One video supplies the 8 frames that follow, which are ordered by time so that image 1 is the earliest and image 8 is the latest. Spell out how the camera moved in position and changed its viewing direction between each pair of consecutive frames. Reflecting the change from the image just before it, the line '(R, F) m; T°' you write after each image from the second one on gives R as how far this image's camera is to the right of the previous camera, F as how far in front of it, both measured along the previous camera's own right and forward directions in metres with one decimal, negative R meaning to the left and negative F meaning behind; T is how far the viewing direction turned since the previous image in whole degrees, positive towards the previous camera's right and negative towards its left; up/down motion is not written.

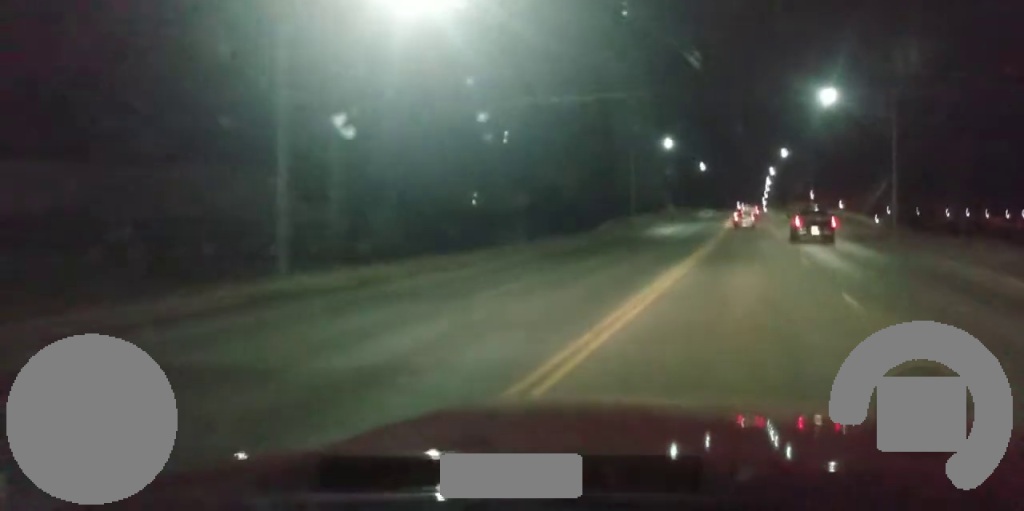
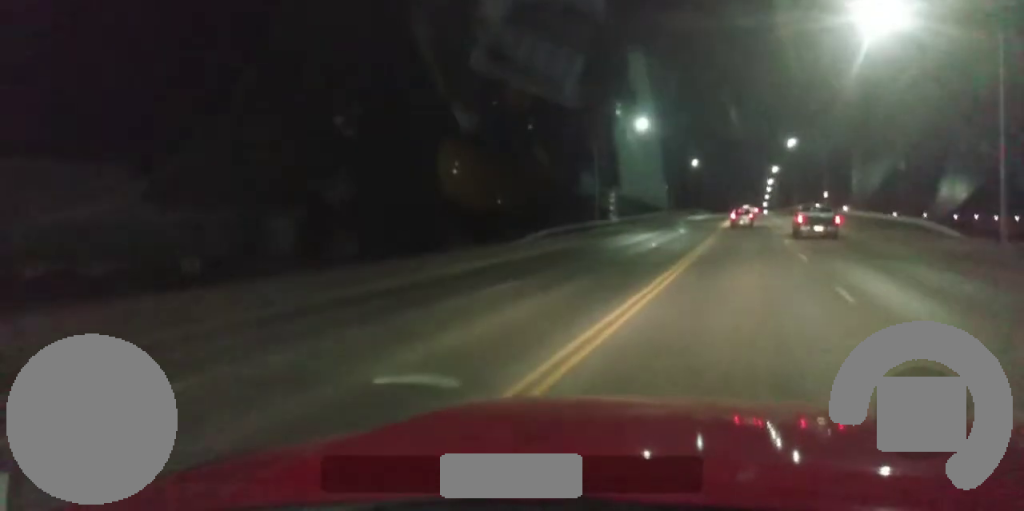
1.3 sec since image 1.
(+0.5, +24.8) m; +1°
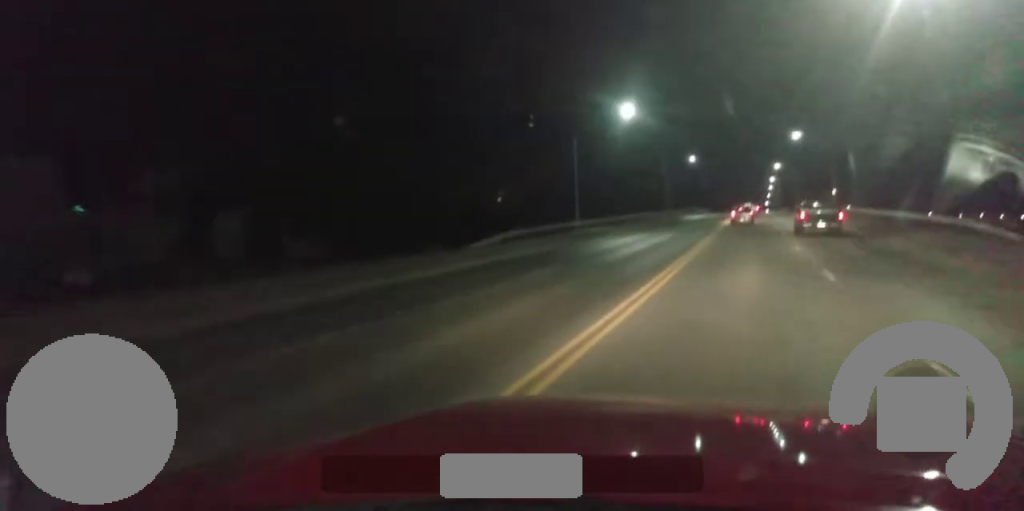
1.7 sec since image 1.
(+0.2, +9.4) m; -1°
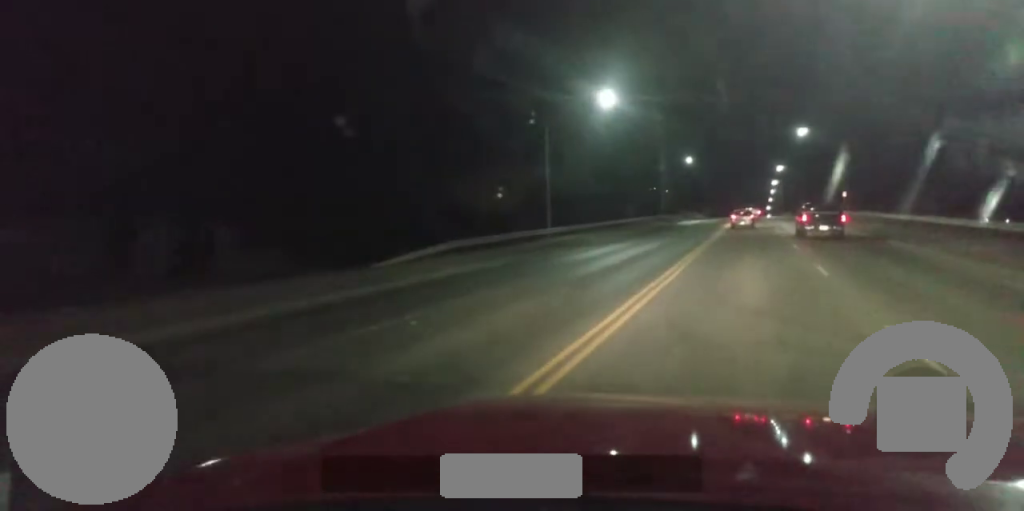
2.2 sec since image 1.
(-0.2, +10.0) m; -1°
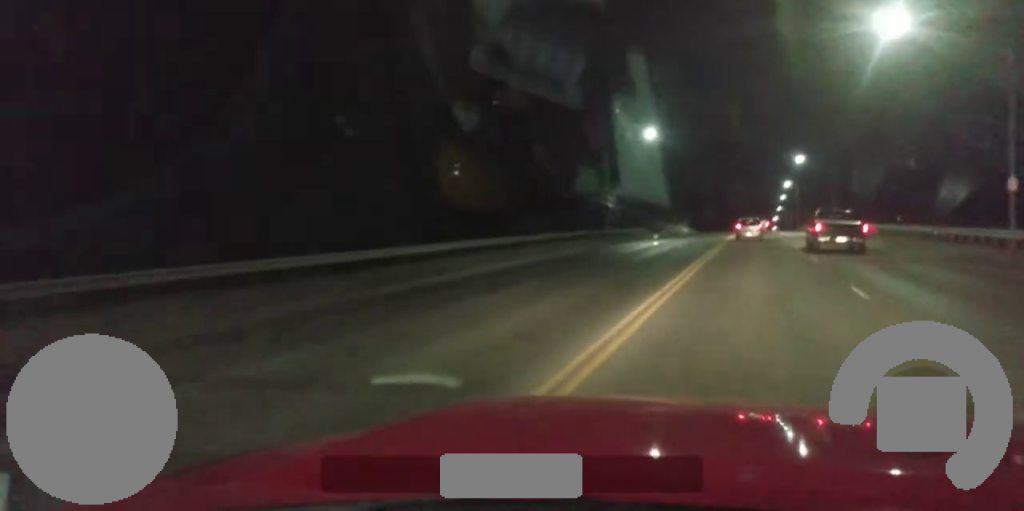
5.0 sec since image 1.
(-2.4, +54.2) m; -3°
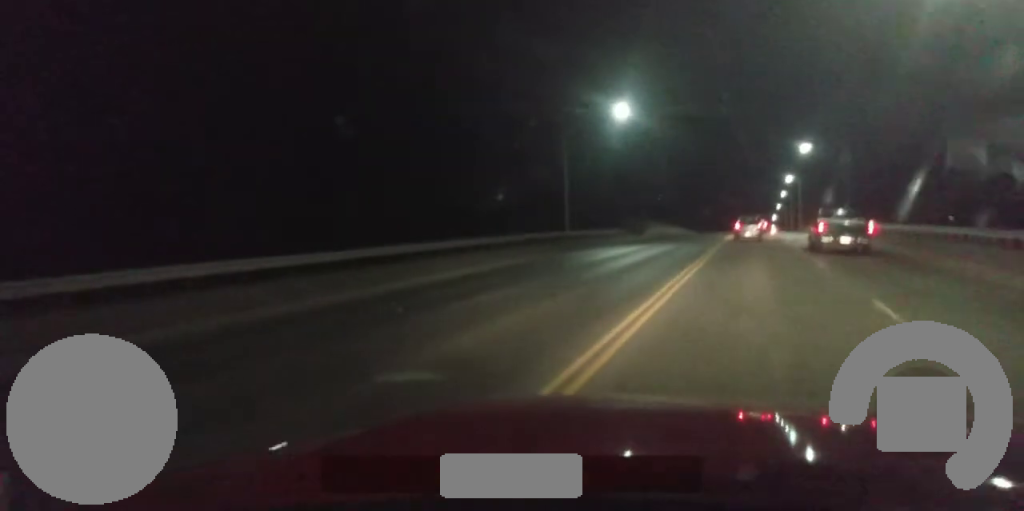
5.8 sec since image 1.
(+0.2, +16.0) m; +1°
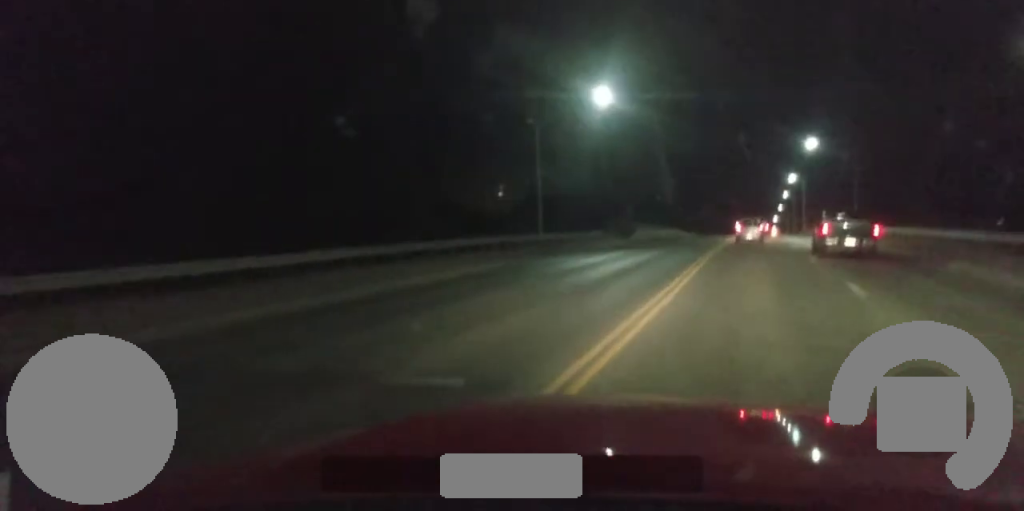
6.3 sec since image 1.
(0.0, +8.3) m; 0°
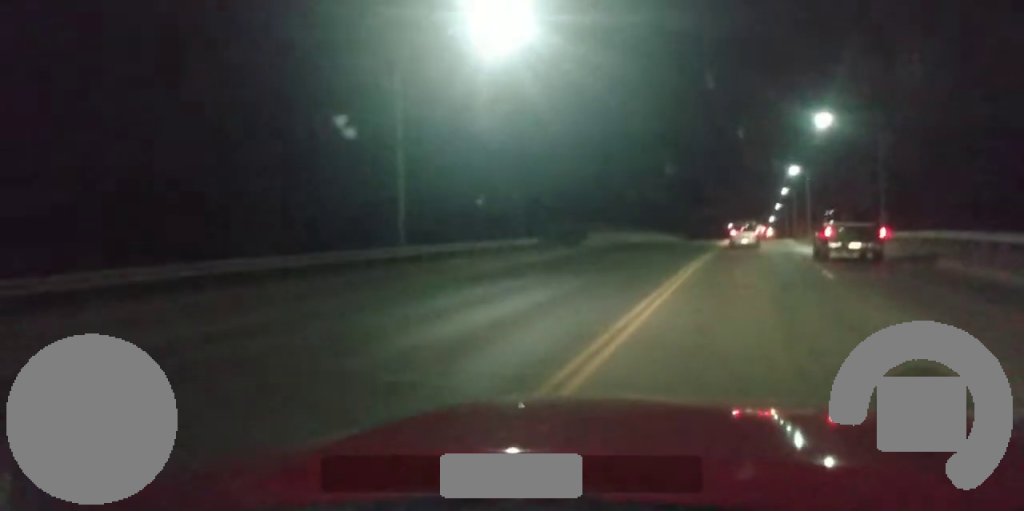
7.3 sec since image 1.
(+0.1, +20.5) m; +1°
